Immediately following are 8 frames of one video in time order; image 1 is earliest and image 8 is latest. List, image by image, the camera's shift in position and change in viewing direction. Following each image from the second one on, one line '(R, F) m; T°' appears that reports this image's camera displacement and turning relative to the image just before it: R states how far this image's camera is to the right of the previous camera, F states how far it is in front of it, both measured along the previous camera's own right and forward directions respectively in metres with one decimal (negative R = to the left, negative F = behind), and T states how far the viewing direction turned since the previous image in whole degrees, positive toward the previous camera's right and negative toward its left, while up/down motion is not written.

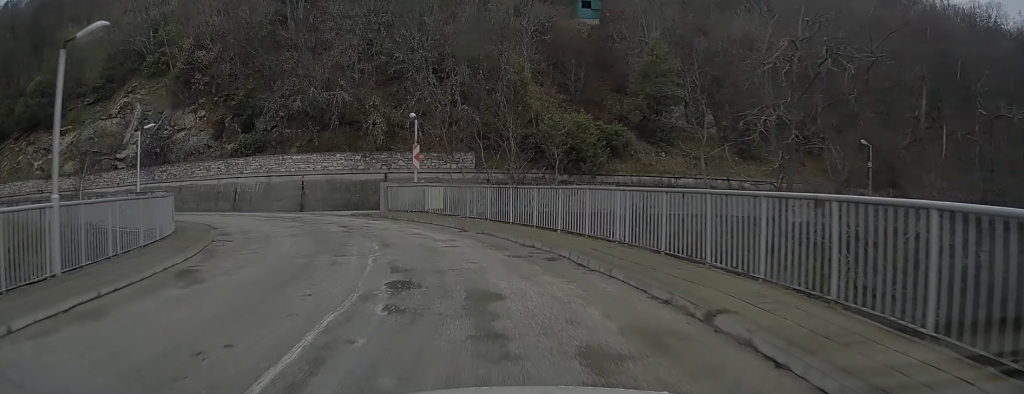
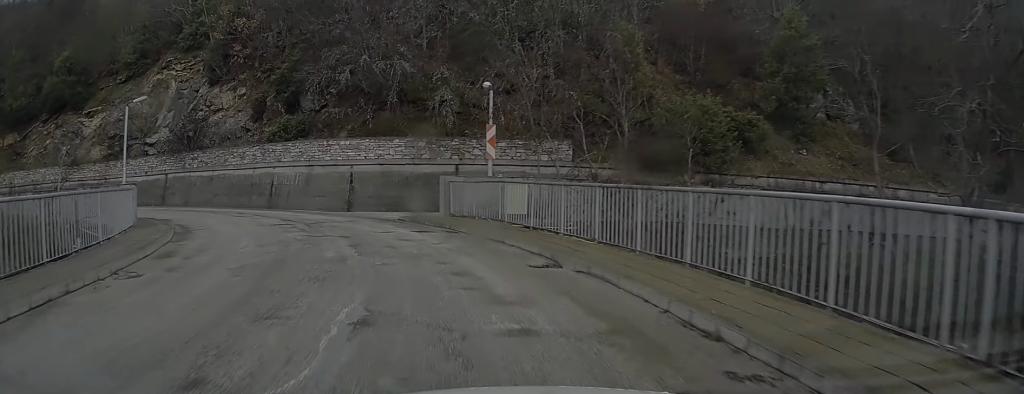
(-0.3, +7.9) m; -7°
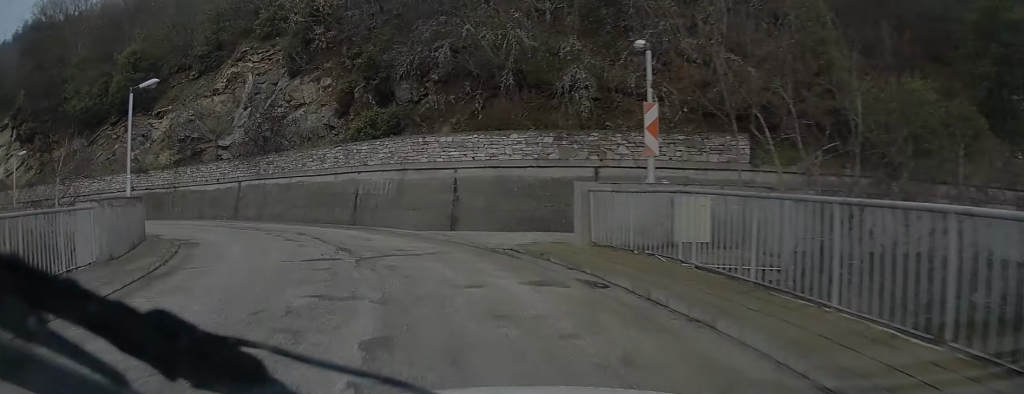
(-0.5, +7.0) m; -8°
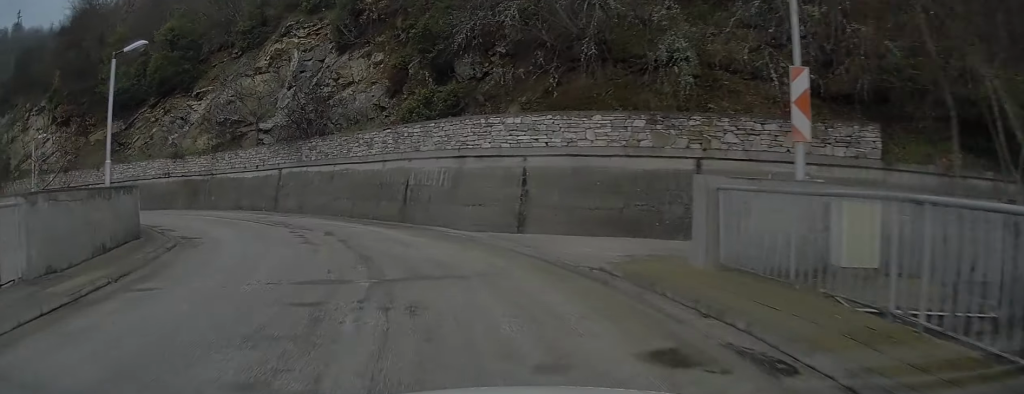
(-0.3, +3.8) m; -8°
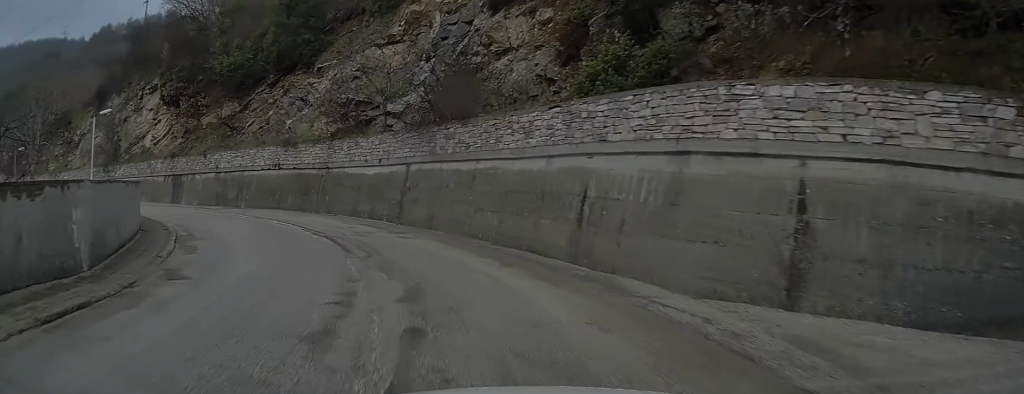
(-1.2, +7.9) m; -17°
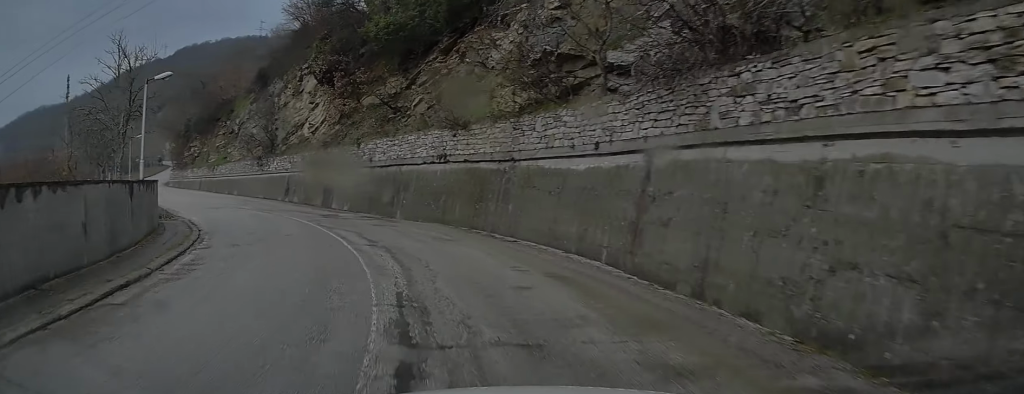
(-1.6, +10.2) m; -17°
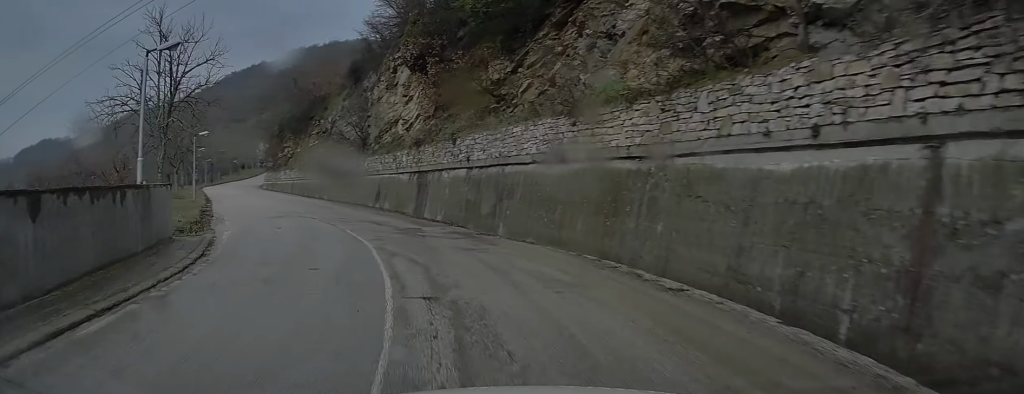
(-0.4, +5.1) m; -7°
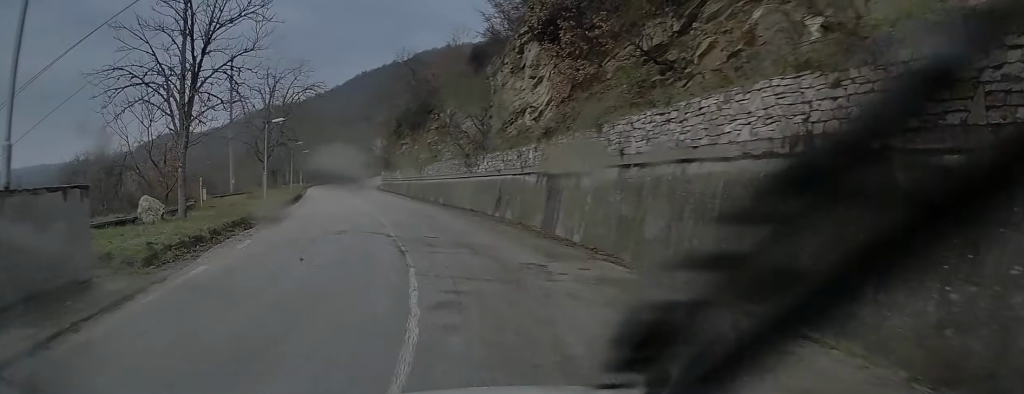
(-0.6, +6.6) m; -11°
